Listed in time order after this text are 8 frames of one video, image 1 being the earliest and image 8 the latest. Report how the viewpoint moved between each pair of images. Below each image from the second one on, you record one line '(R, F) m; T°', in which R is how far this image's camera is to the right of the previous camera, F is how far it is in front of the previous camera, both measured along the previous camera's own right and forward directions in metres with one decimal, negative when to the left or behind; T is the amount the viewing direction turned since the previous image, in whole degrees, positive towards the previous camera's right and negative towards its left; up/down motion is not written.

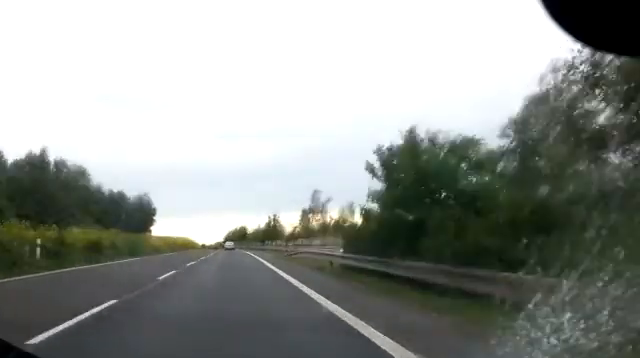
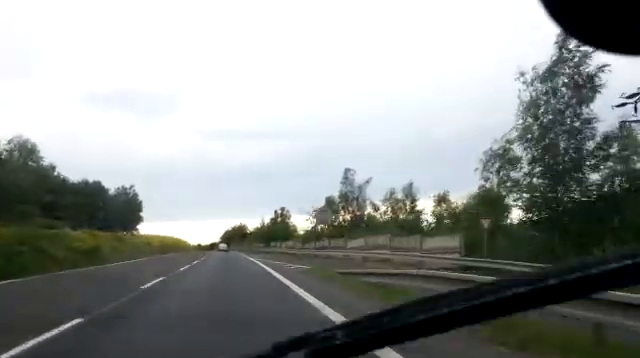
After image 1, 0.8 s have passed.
(0.0, +19.7) m; 0°
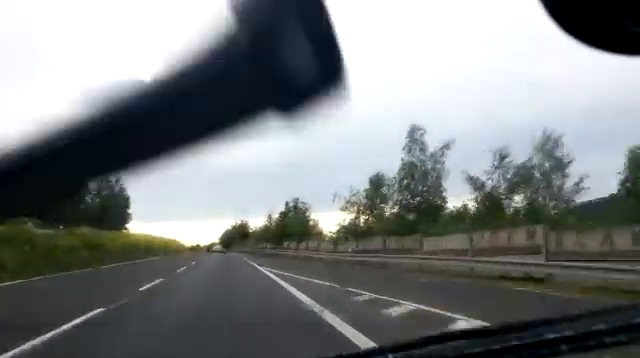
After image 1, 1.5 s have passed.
(0.0, +16.4) m; -1°
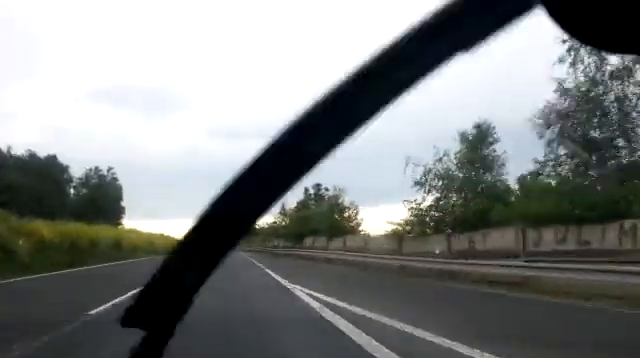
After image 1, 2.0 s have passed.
(+0.1, +13.1) m; -1°
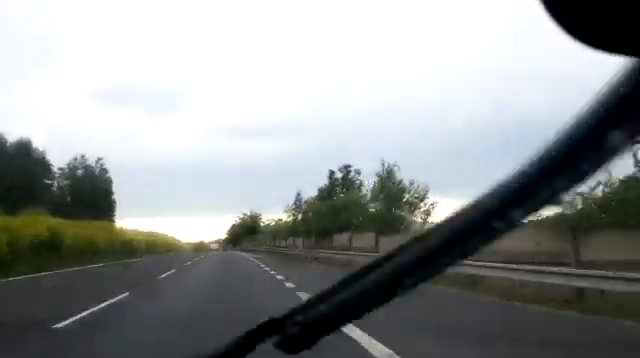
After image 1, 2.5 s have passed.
(-0.2, +11.5) m; -1°
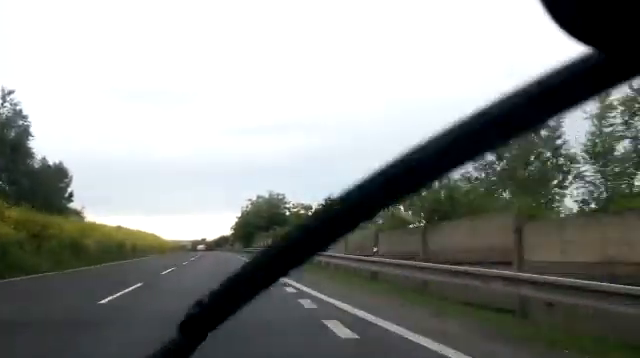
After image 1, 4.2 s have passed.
(-0.6, +42.3) m; -1°
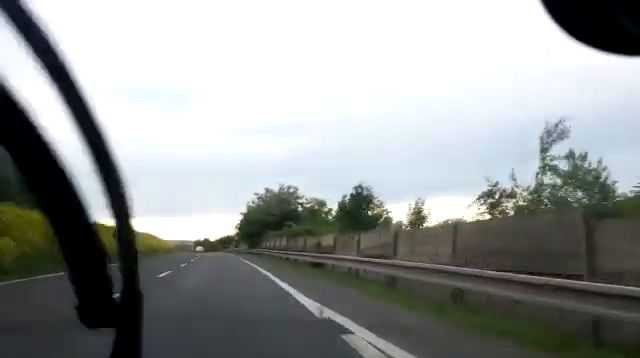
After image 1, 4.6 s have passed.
(0.0, +10.0) m; 0°
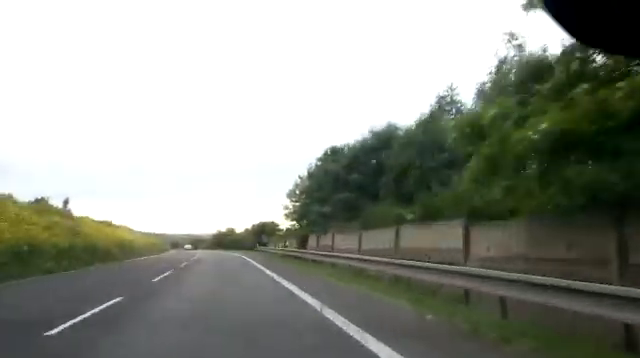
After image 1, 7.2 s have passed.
(-1.3, +65.1) m; -3°
